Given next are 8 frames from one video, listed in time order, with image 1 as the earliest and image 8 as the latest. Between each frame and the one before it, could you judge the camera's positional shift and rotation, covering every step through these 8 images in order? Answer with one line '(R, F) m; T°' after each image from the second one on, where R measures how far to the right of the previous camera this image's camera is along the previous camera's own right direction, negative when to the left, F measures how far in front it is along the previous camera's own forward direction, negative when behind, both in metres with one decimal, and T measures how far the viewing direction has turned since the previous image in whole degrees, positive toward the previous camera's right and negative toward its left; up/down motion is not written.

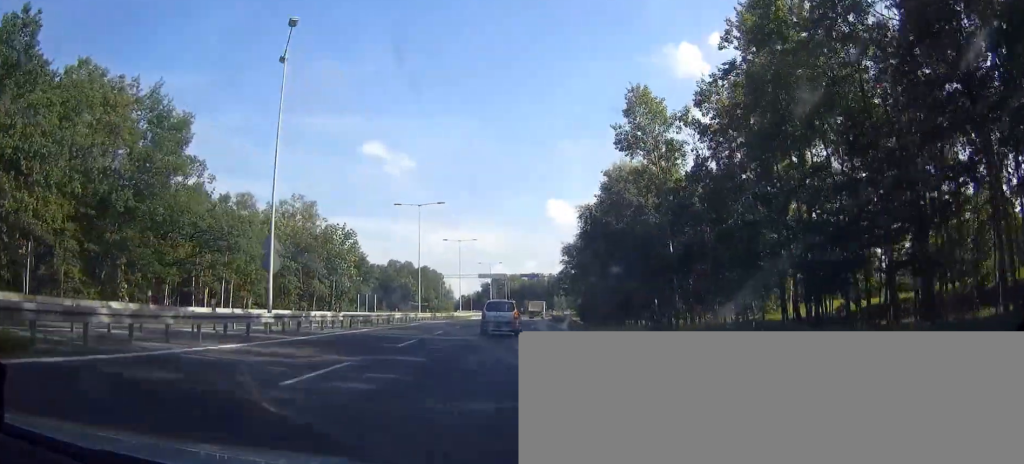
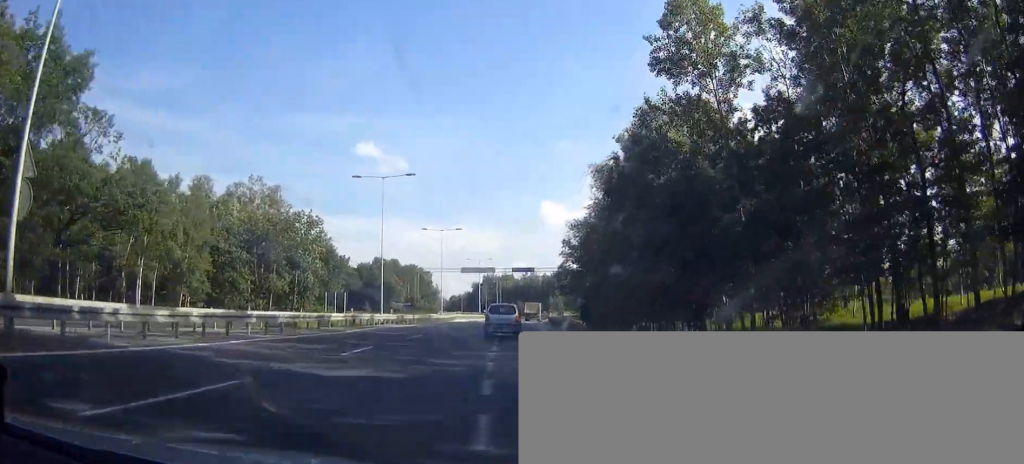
(+0.1, +15.3) m; 0°
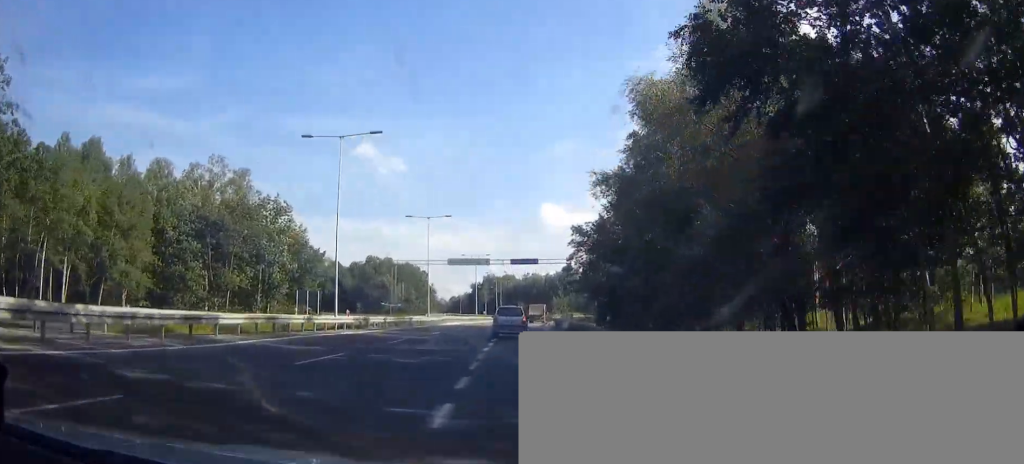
(0.0, +14.3) m; 0°
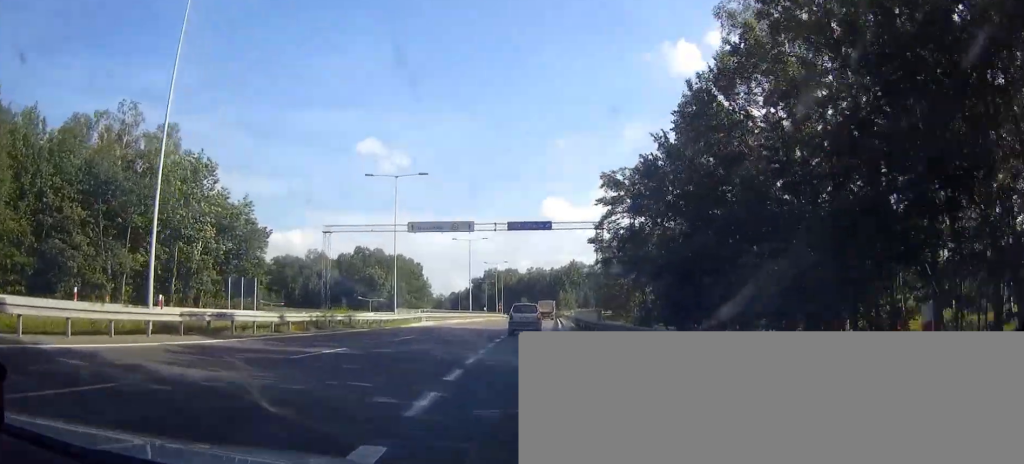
(0.0, +22.4) m; 0°
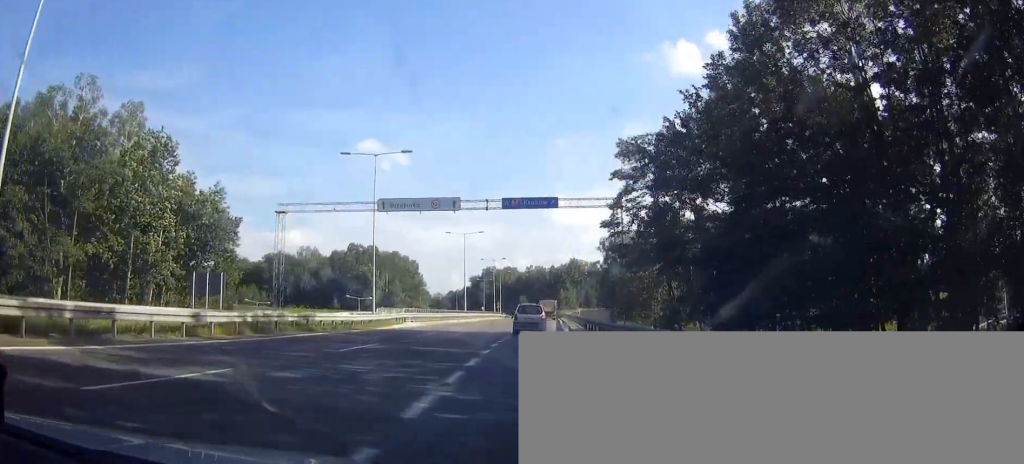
(0.0, +7.9) m; 0°
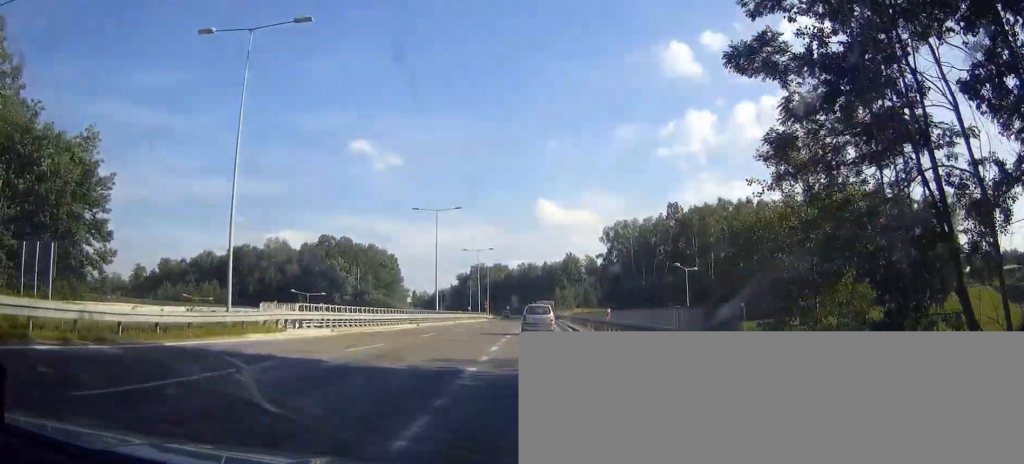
(0.0, +23.9) m; +1°
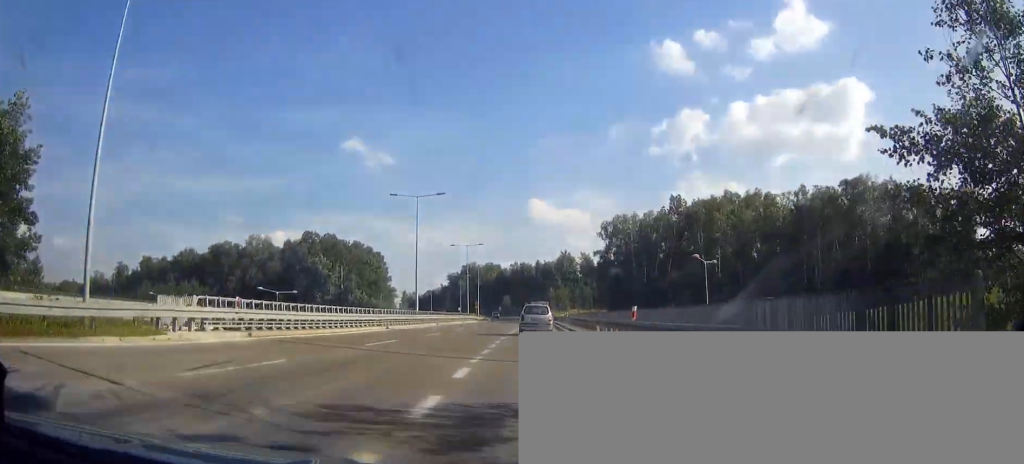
(+0.1, +9.2) m; +1°
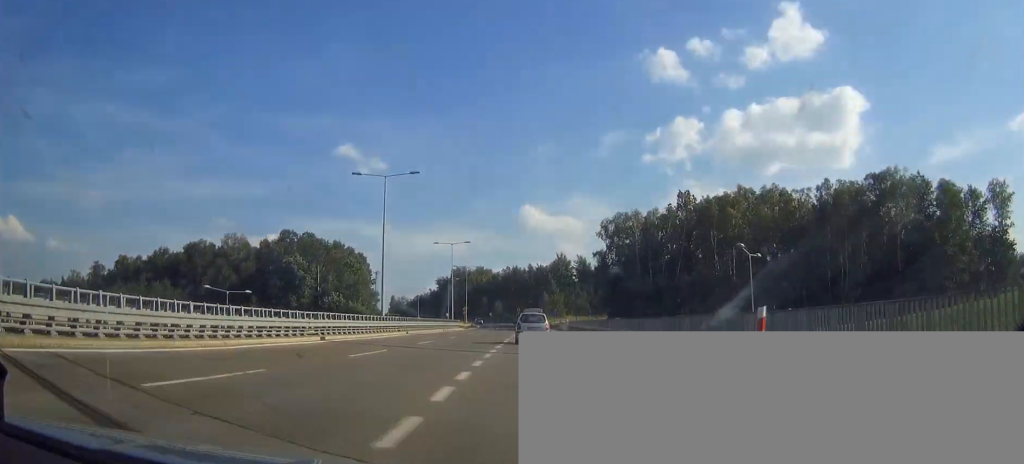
(+0.1, +12.8) m; +1°
